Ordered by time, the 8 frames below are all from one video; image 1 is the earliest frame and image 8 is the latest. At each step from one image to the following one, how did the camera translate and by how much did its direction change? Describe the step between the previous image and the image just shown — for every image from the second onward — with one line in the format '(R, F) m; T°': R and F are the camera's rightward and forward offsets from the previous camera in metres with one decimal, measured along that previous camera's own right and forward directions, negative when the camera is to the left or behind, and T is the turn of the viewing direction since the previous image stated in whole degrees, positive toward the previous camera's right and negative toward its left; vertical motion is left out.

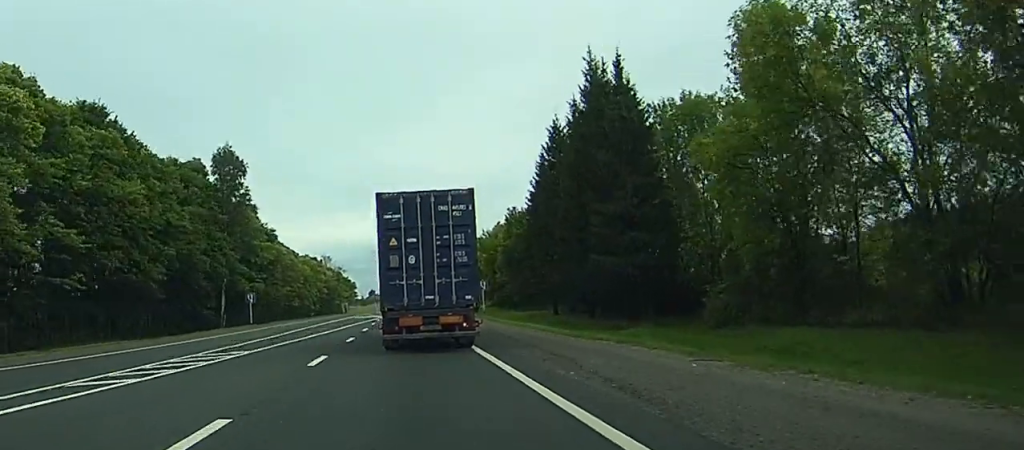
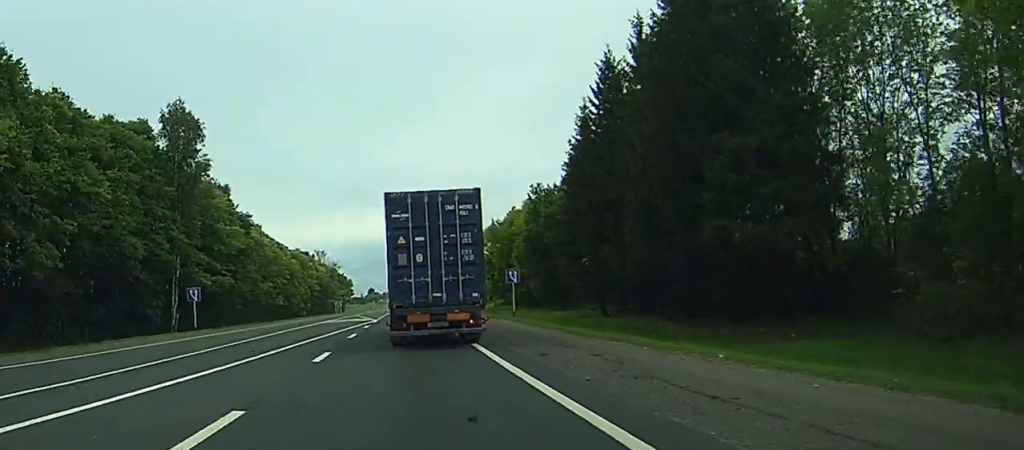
(-1.1, +24.0) m; -3°
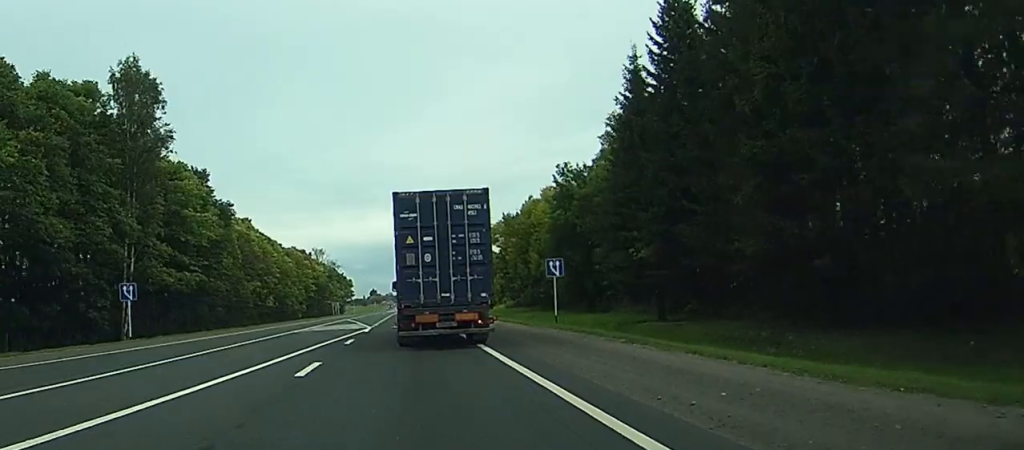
(-0.1, +16.1) m; 0°
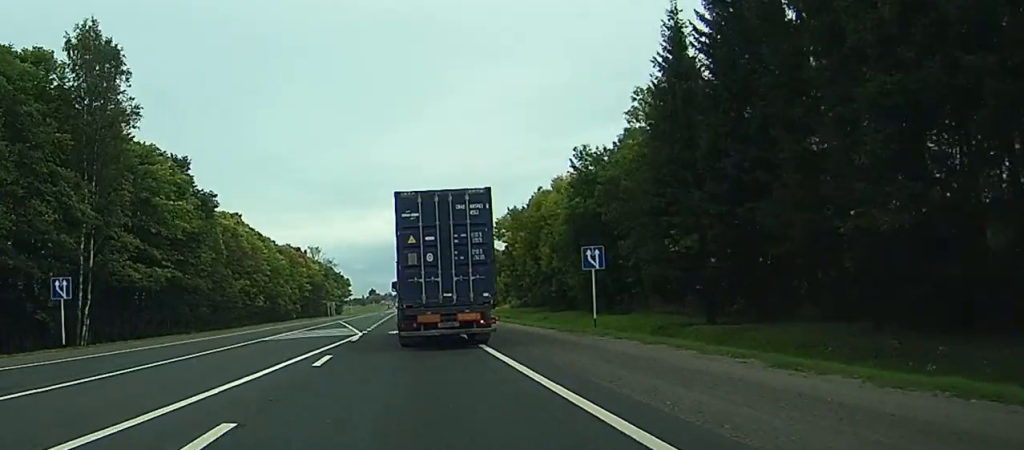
(-0.1, +9.5) m; 0°
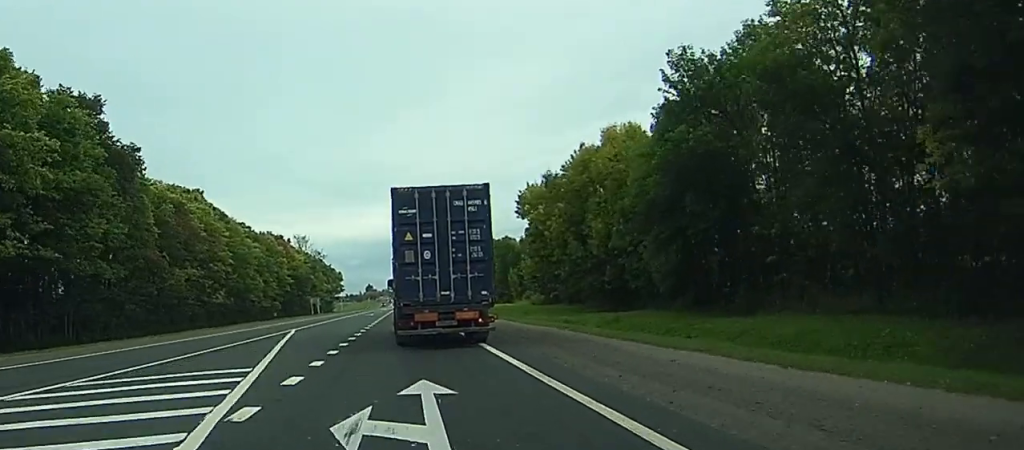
(+0.3, +28.9) m; 0°
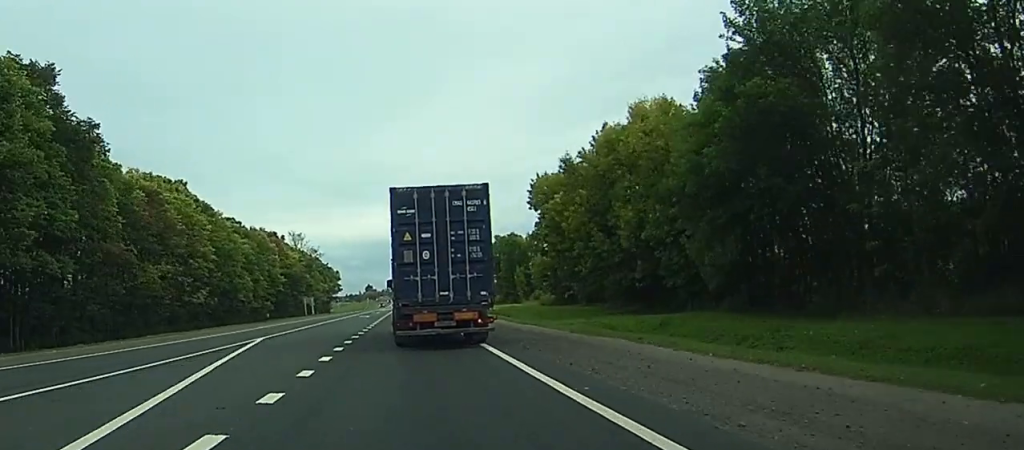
(-0.1, +10.1) m; 0°
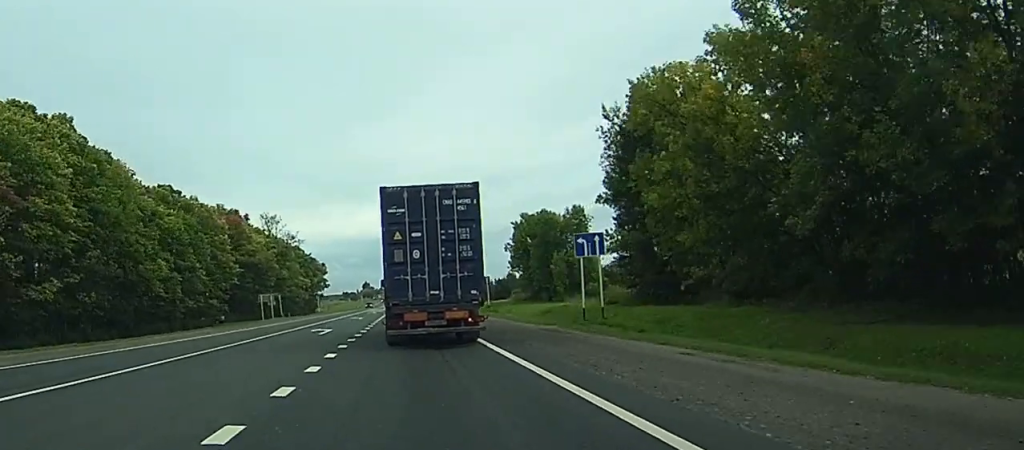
(-0.2, +42.9) m; 0°
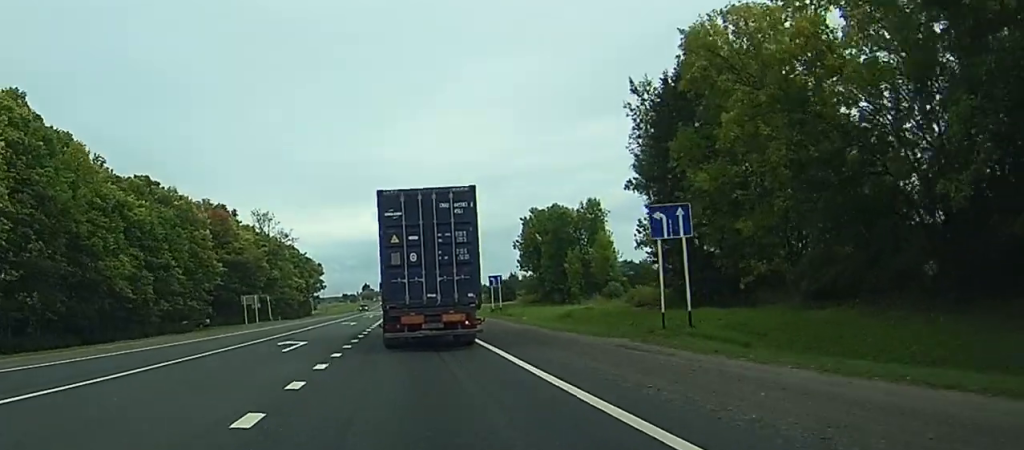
(0.0, +10.6) m; 0°
